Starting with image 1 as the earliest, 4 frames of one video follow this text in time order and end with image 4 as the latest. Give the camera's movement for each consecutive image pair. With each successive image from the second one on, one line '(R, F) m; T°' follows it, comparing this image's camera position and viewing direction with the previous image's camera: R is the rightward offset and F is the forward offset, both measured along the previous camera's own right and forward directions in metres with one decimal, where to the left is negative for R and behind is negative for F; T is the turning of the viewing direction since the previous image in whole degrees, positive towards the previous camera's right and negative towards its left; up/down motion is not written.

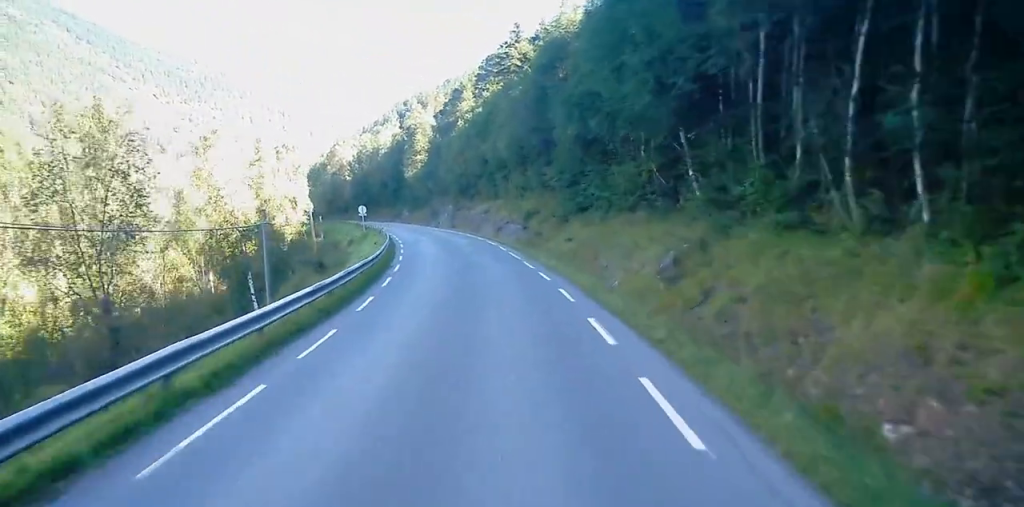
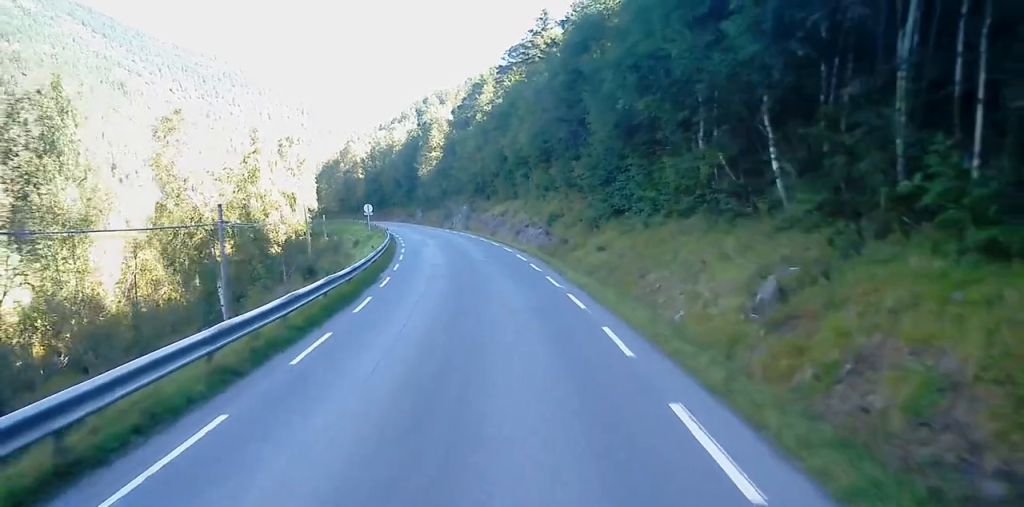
(+0.1, +6.8) m; 0°
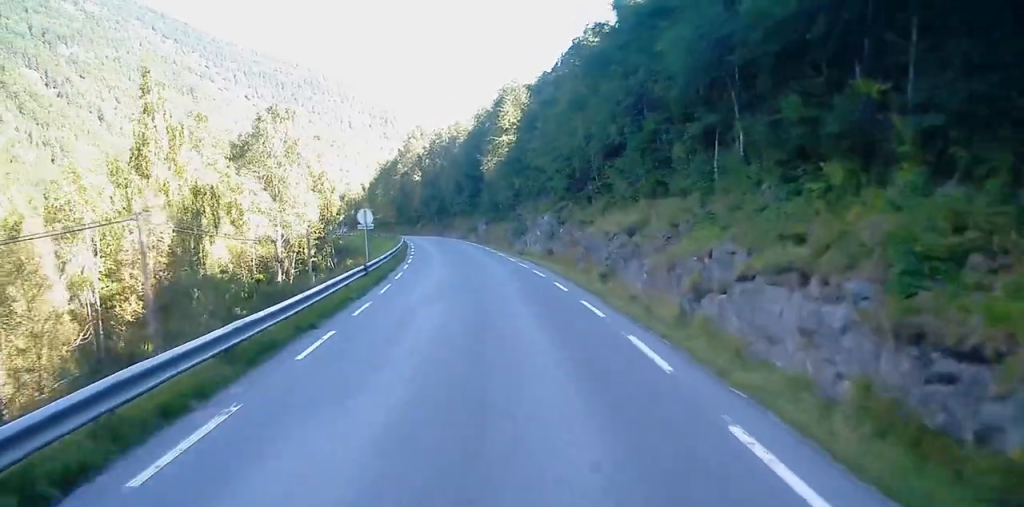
(-1.9, +33.8) m; -8°
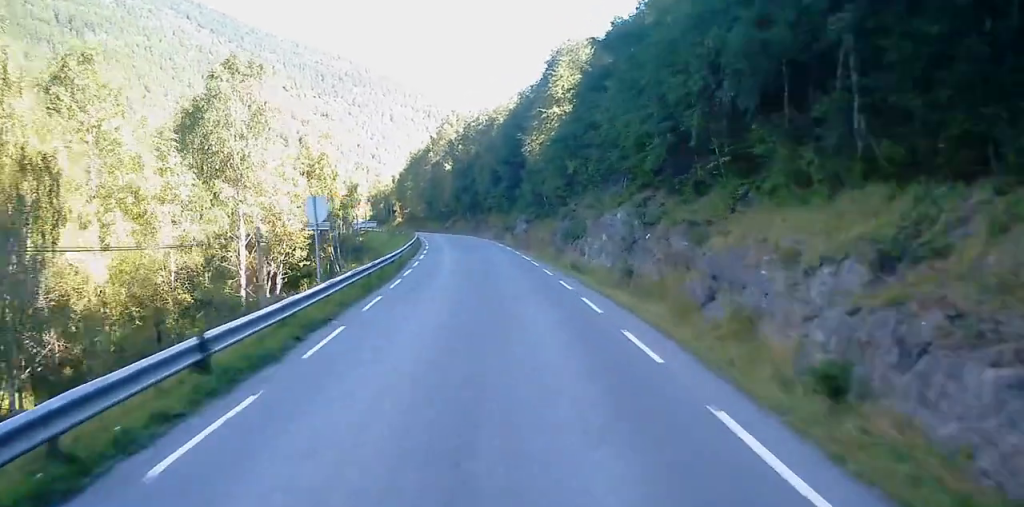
(-0.5, +17.4) m; -2°
